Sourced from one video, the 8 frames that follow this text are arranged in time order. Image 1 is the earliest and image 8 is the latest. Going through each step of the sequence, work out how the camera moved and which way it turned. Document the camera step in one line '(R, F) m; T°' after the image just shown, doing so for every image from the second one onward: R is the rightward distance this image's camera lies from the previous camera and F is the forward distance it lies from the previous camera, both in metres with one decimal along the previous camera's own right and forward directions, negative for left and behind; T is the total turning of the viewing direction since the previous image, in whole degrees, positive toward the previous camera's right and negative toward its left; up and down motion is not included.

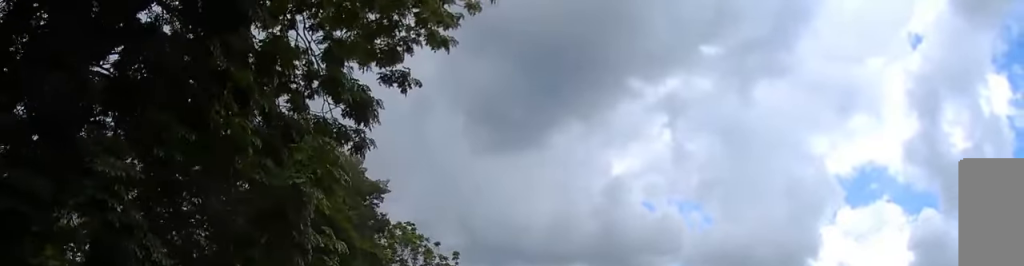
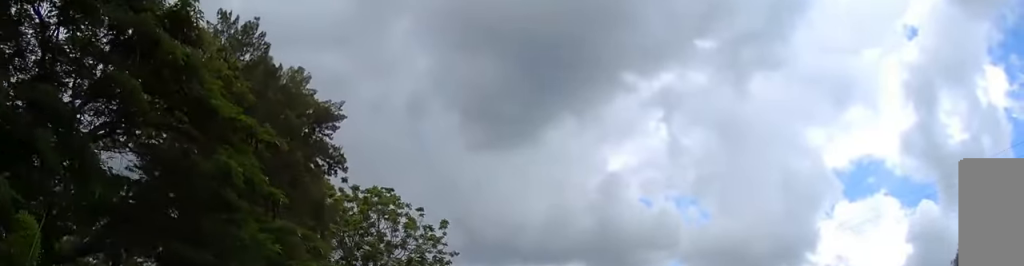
(0.0, +15.7) m; 0°
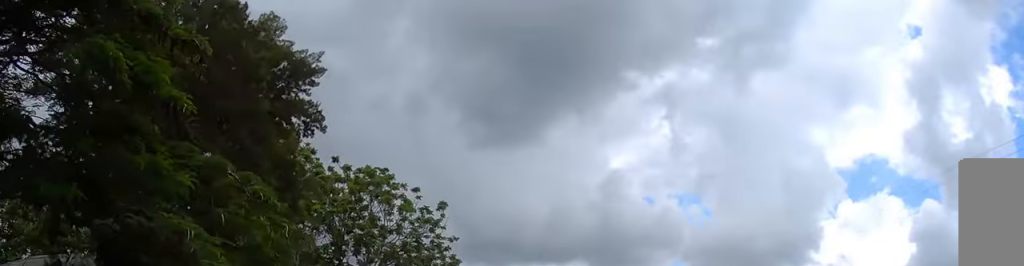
(0.0, +6.2) m; 0°
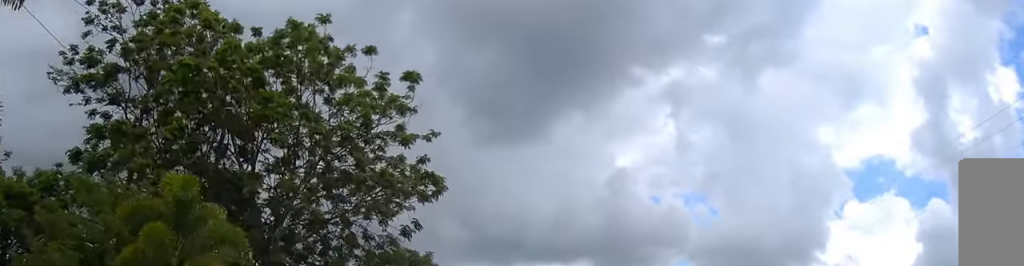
(-0.1, +27.2) m; 0°
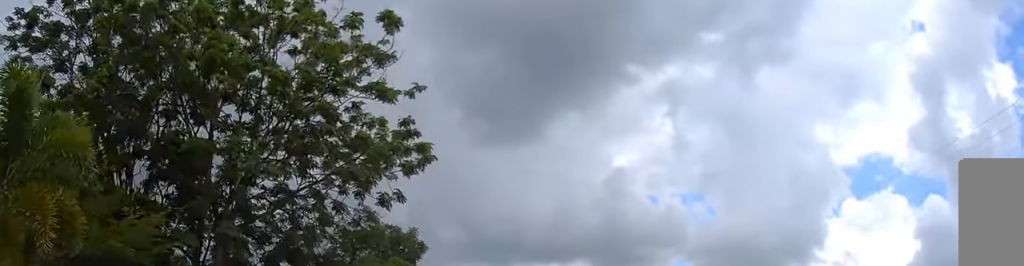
(+0.1, +6.7) m; 0°
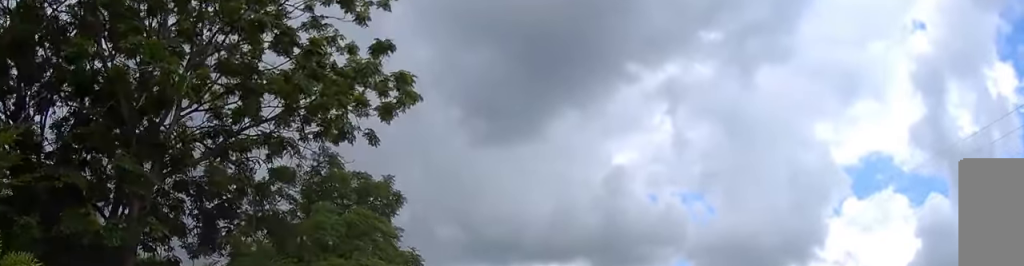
(0.0, +8.8) m; 0°
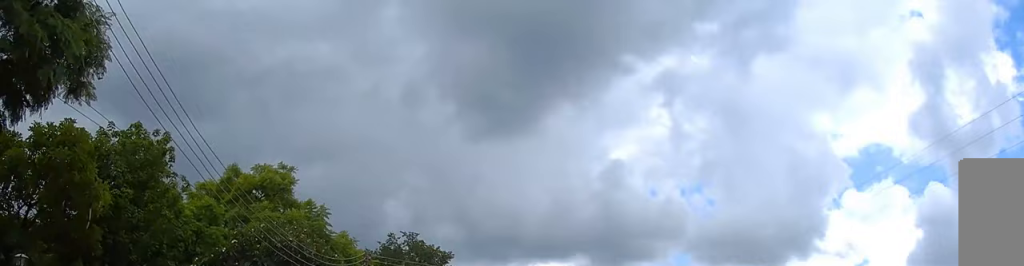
(+0.1, +23.9) m; 0°
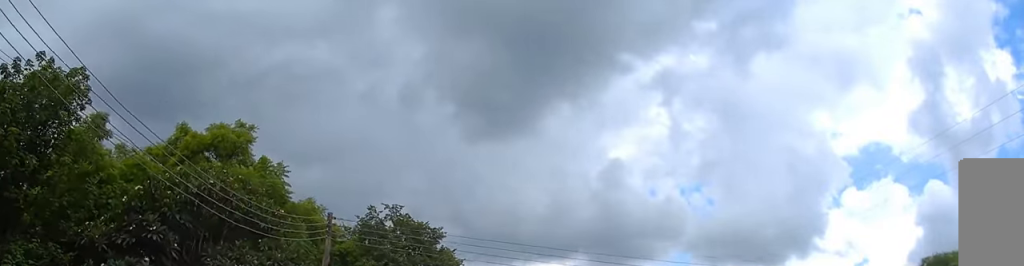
(0.0, +6.9) m; 0°
